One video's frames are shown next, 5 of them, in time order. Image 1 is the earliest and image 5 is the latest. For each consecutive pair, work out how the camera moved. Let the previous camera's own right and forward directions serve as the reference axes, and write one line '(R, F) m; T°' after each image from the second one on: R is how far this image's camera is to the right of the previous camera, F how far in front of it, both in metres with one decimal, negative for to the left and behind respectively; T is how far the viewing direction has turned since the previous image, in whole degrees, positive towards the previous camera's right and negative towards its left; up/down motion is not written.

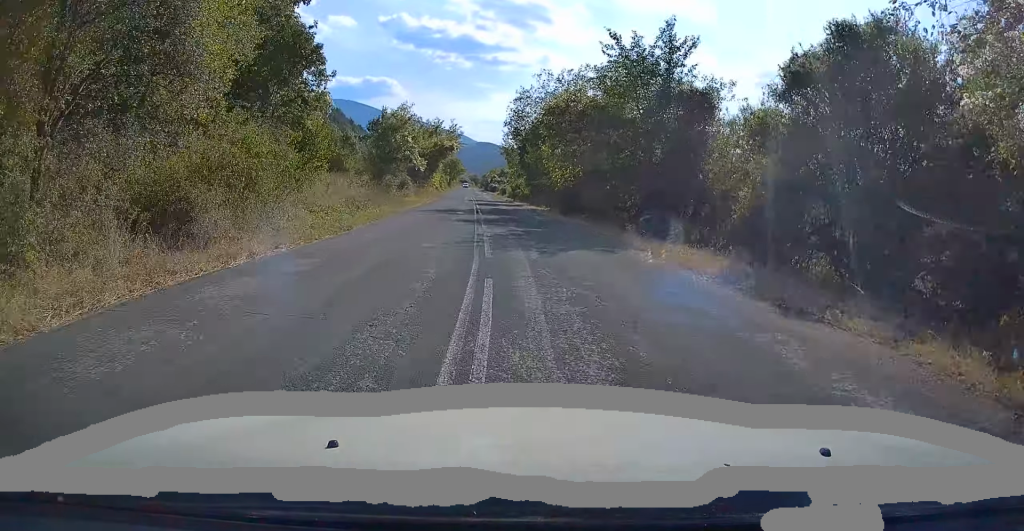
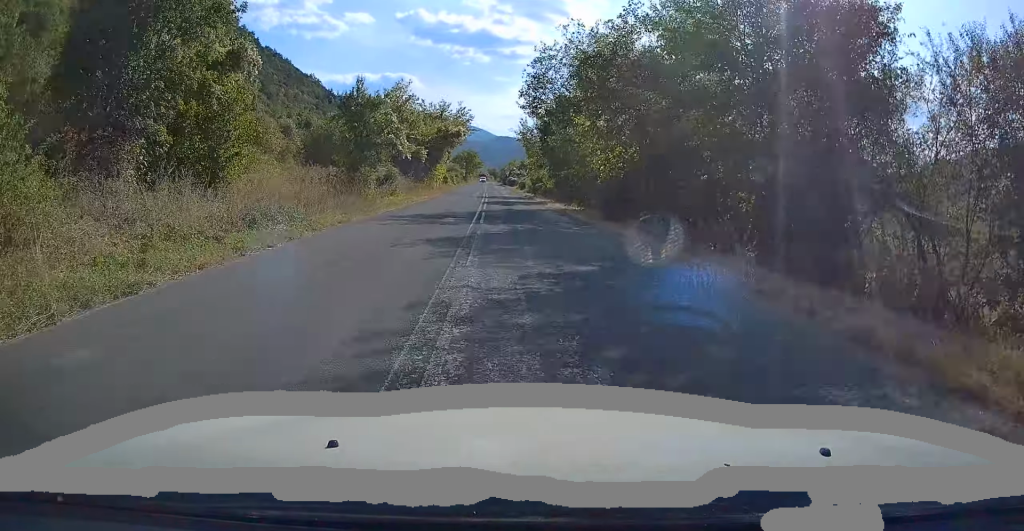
(-0.2, +11.2) m; -1°
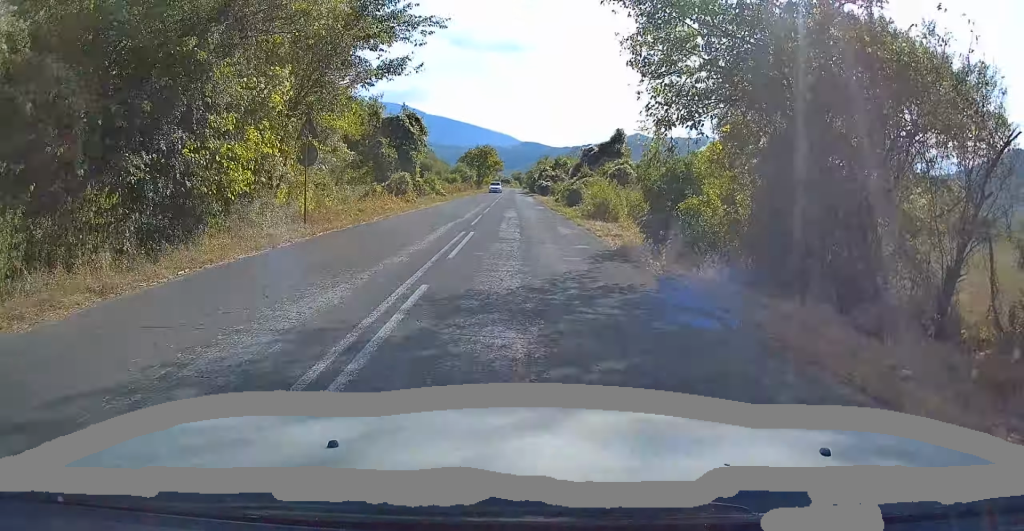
(-0.6, +43.6) m; -2°
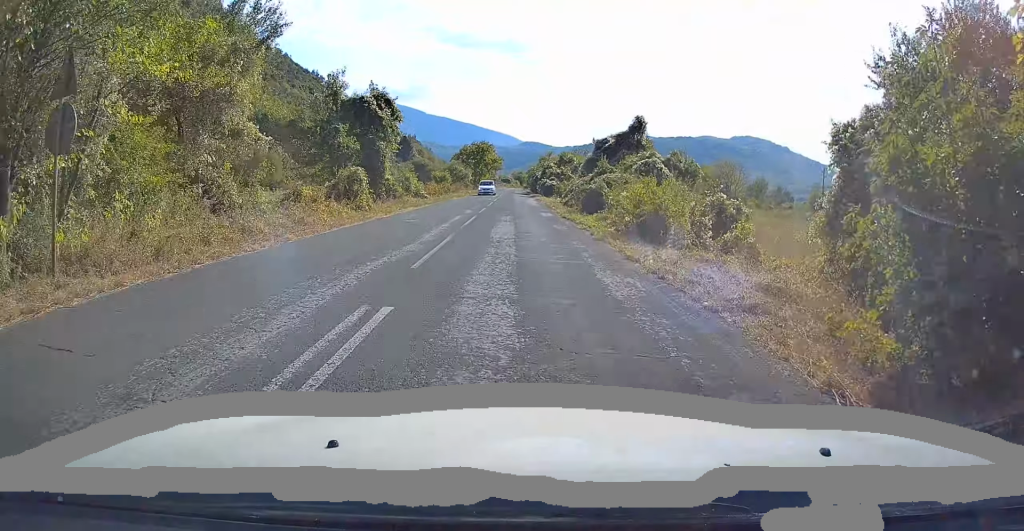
(-0.1, +10.7) m; 0°
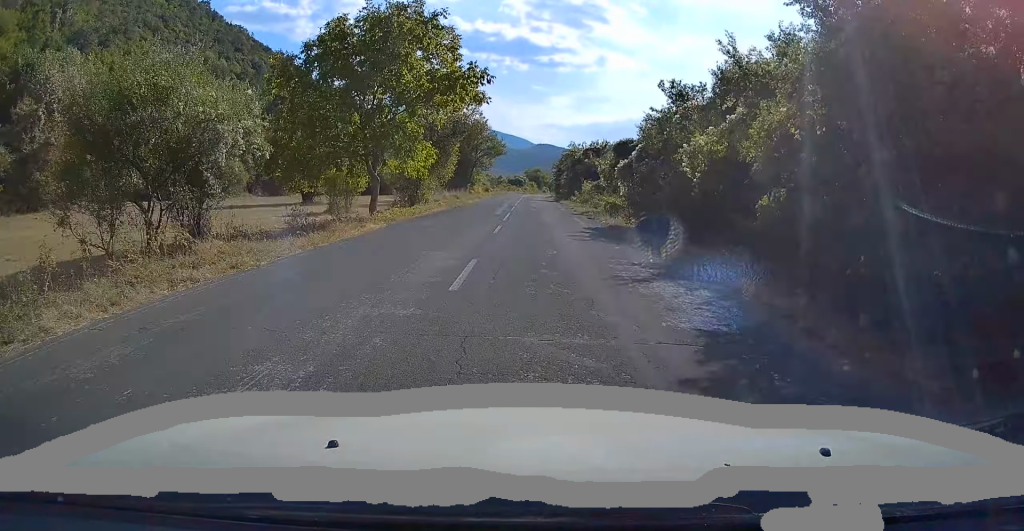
(-1.5, +85.4) m; -1°
